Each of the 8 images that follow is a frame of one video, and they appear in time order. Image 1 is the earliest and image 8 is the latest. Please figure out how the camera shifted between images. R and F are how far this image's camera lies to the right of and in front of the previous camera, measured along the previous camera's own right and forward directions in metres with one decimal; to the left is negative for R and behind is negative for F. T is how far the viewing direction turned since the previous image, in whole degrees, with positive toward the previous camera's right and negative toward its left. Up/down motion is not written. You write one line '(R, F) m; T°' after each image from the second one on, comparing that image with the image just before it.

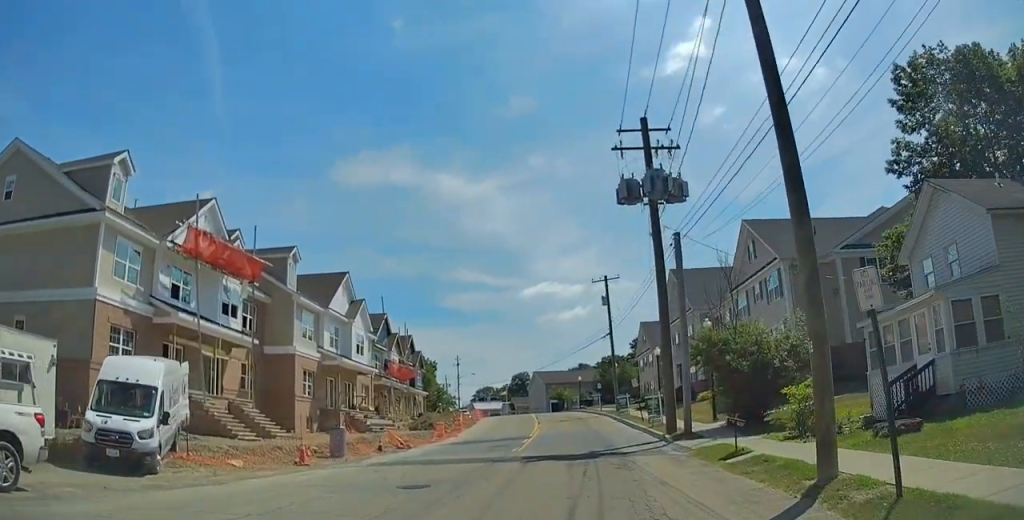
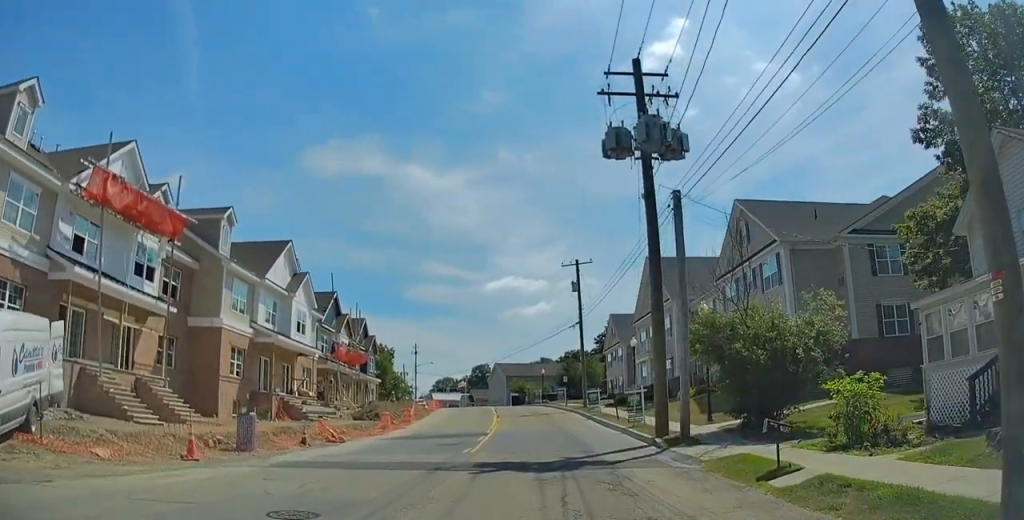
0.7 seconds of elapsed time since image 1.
(+0.6, +4.8) m; +7°
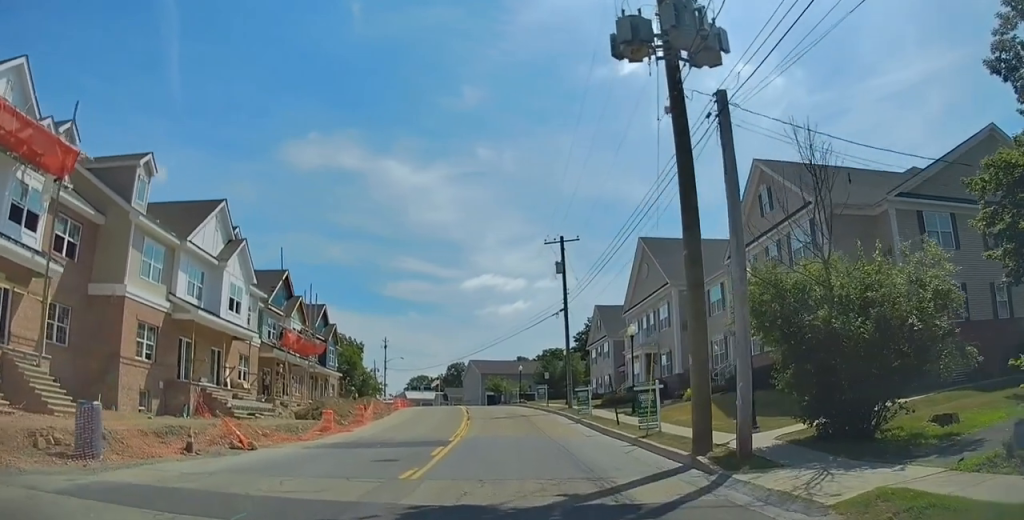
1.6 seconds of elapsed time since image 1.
(+0.4, +6.7) m; +3°
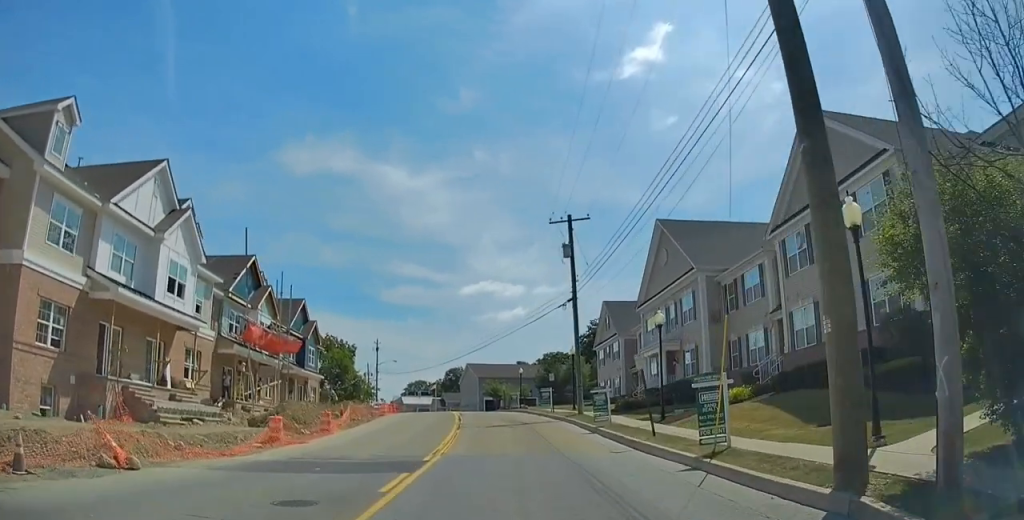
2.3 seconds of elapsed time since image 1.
(-0.2, +6.1) m; -1°
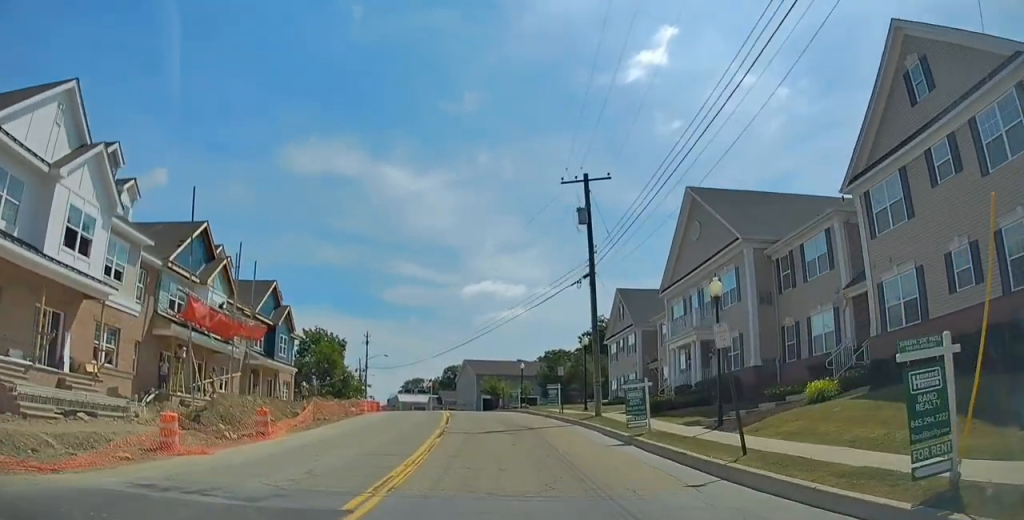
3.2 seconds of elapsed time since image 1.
(+0.1, +7.7) m; 0°
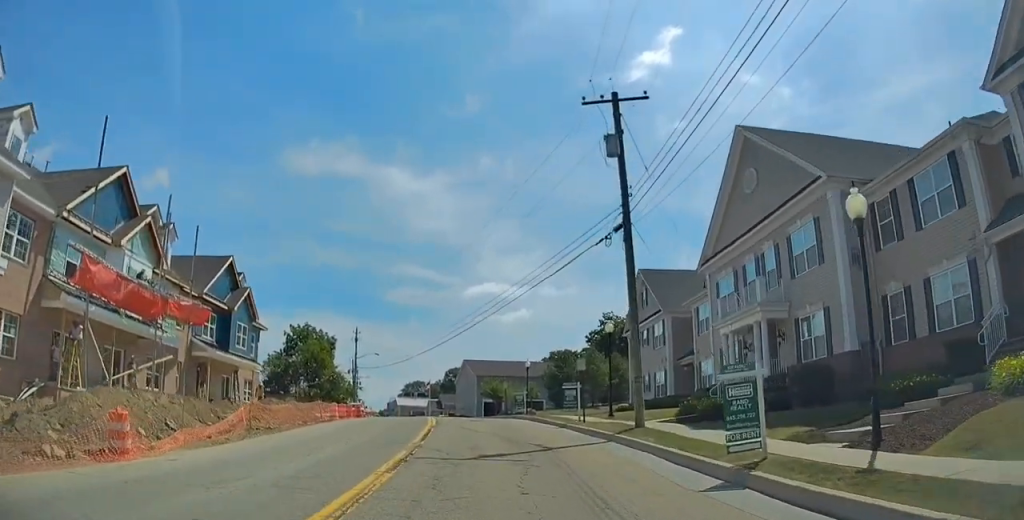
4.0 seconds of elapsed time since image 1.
(-0.1, +8.9) m; -1°
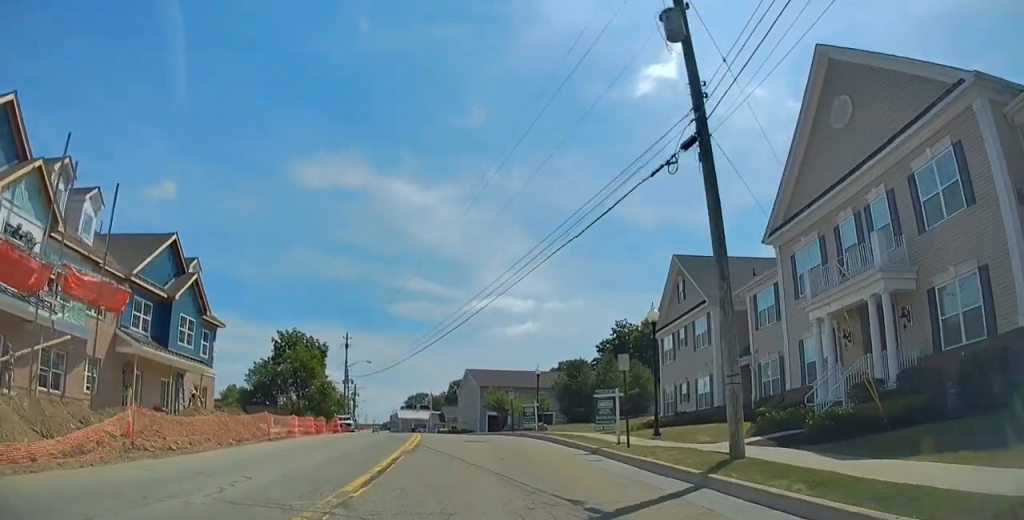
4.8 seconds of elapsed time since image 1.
(0.0, +8.8) m; -2°
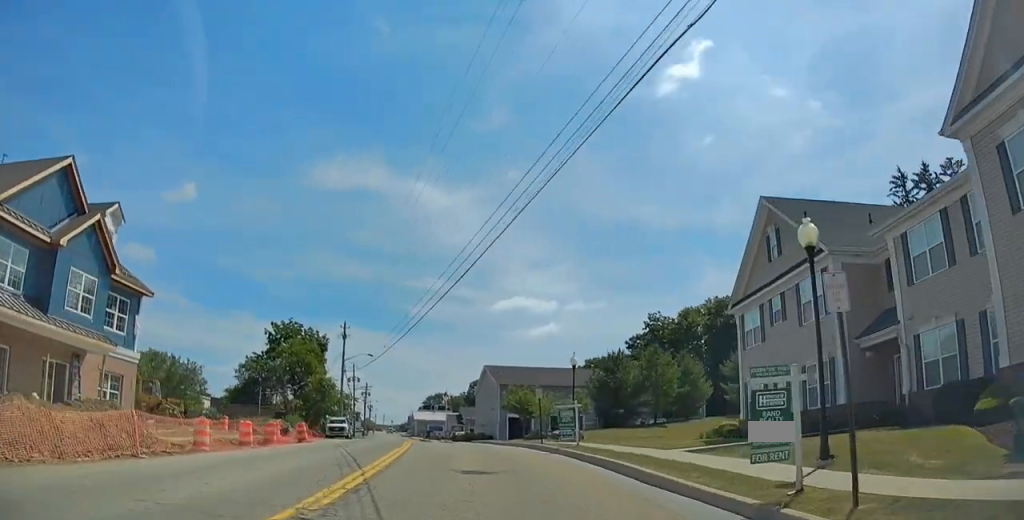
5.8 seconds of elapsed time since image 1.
(-0.3, +11.6) m; -3°
